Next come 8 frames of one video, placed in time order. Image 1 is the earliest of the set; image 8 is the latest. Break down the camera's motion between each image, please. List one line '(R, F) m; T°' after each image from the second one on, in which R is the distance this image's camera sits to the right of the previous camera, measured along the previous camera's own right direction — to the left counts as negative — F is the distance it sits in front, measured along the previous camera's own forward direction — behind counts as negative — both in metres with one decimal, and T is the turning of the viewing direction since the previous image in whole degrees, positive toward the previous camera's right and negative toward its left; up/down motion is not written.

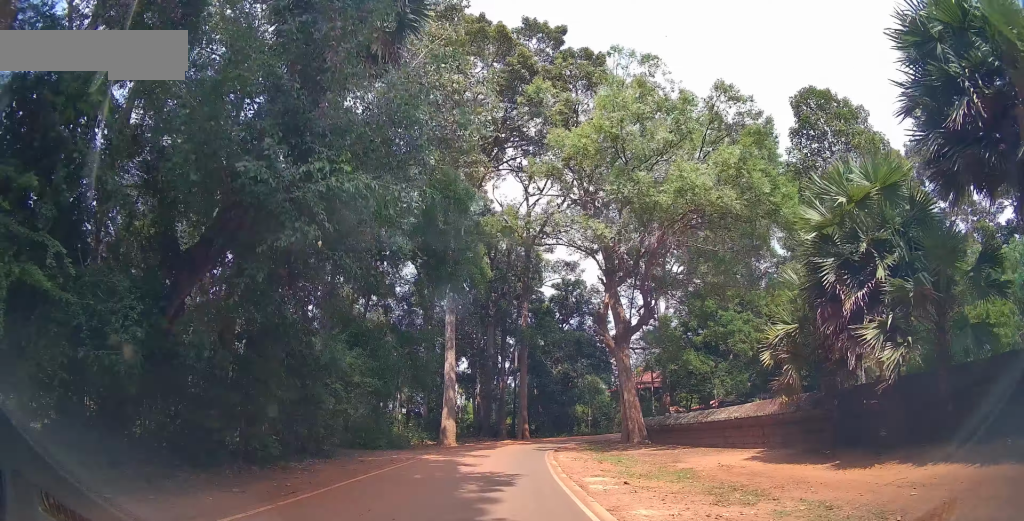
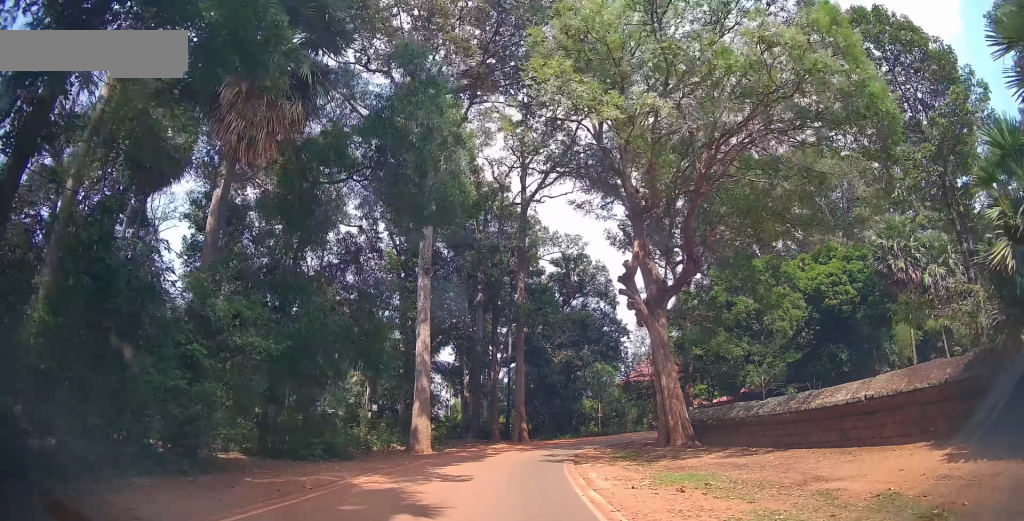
(+0.3, +7.7) m; +2°
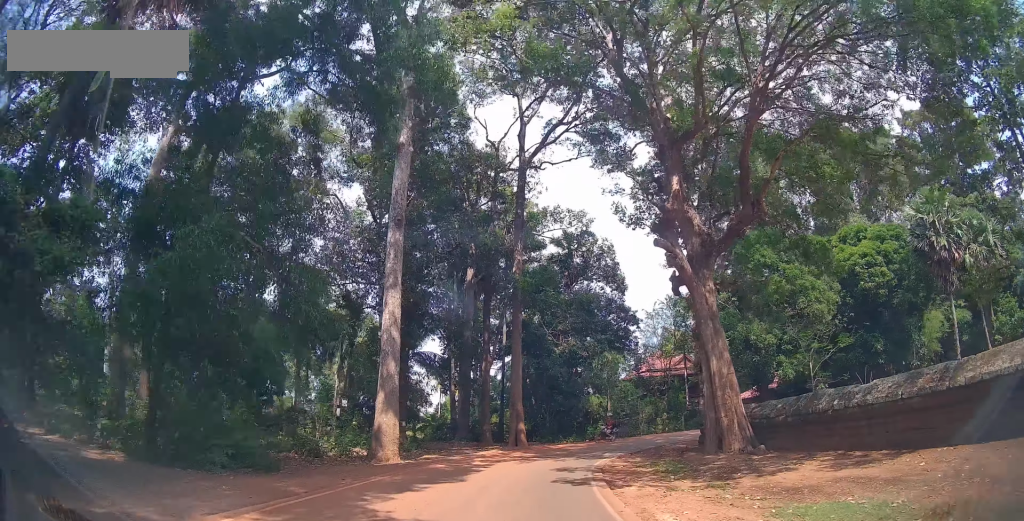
(0.0, +5.4) m; 0°
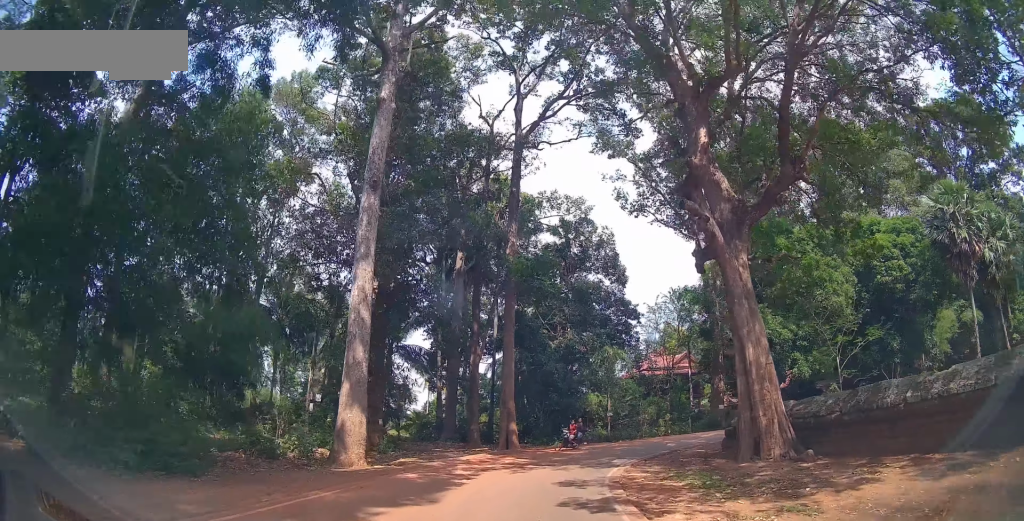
(-0.1, +2.8) m; 0°
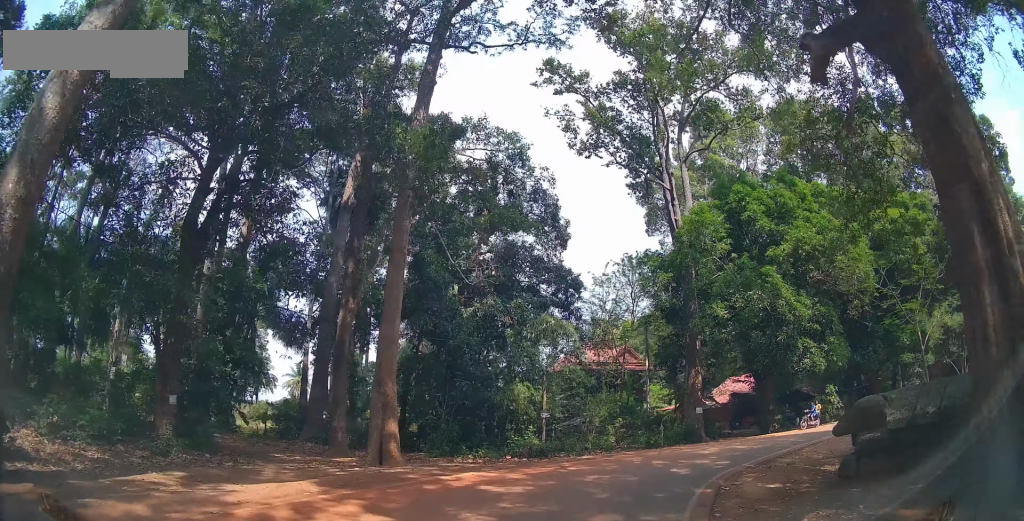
(+0.8, +10.7) m; +12°
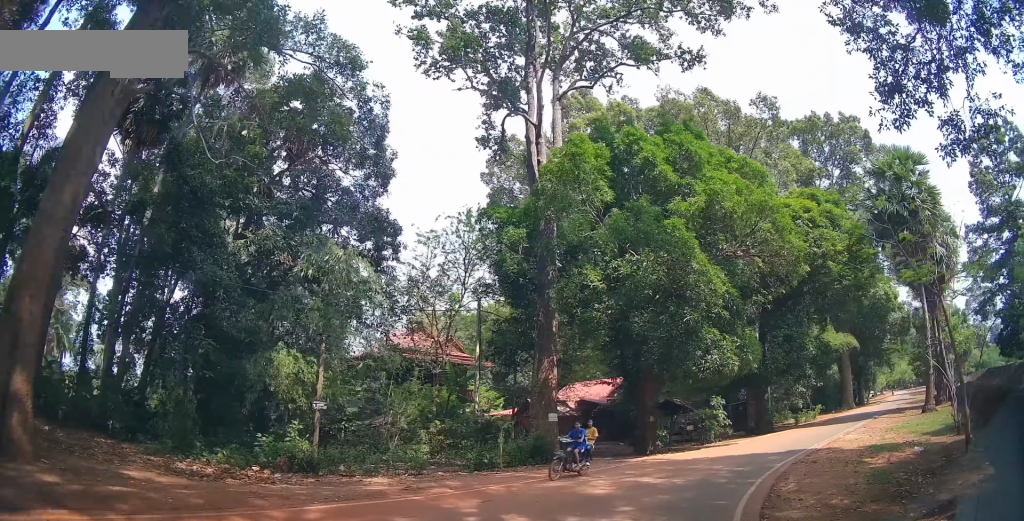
(+1.2, +8.6) m; +19°
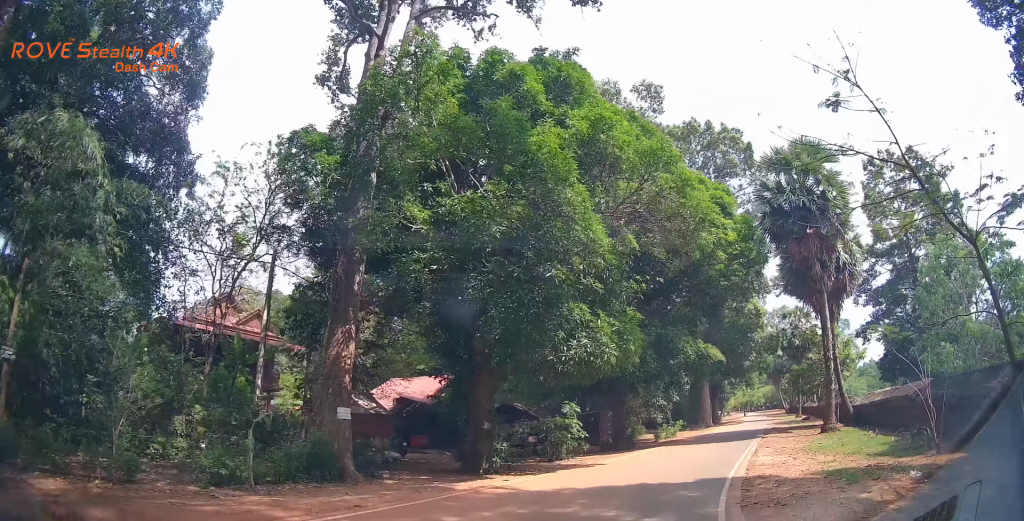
(+0.9, +6.3) m; +19°
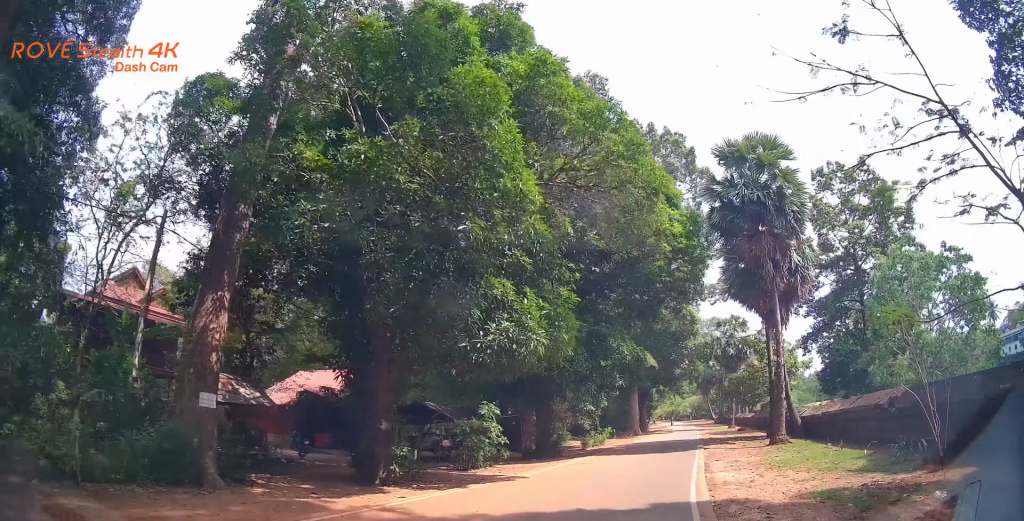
(+0.3, +3.1) m; +10°
